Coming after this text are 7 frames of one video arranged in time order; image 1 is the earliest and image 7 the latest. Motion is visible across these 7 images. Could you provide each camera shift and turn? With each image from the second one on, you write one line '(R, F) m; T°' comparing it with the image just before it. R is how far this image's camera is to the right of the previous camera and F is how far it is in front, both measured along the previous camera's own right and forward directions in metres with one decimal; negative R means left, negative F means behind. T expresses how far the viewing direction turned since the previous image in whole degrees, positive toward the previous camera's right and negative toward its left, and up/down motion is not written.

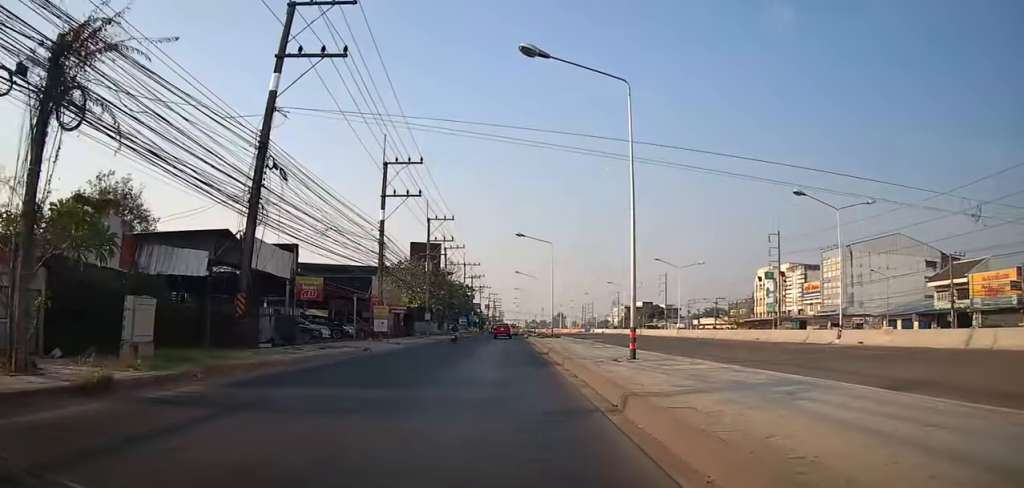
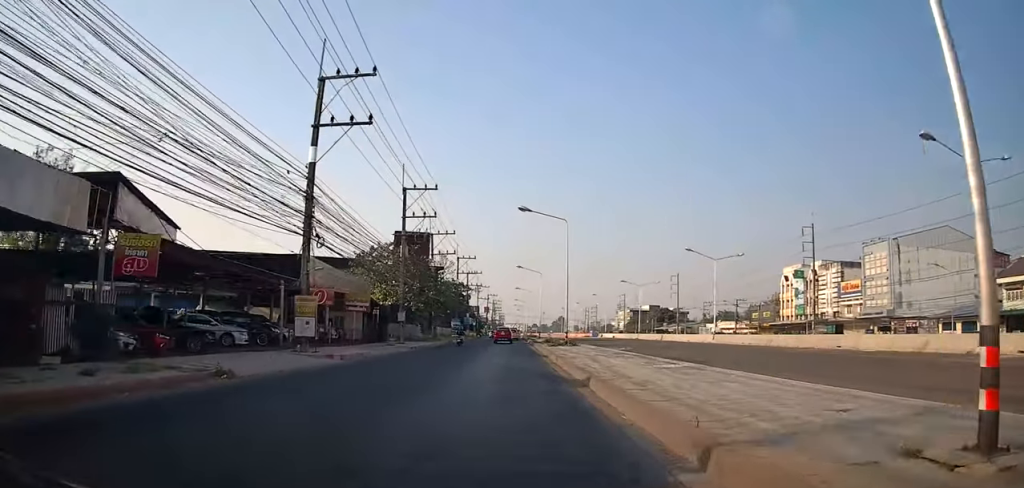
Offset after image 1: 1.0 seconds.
(0.0, +12.9) m; 0°
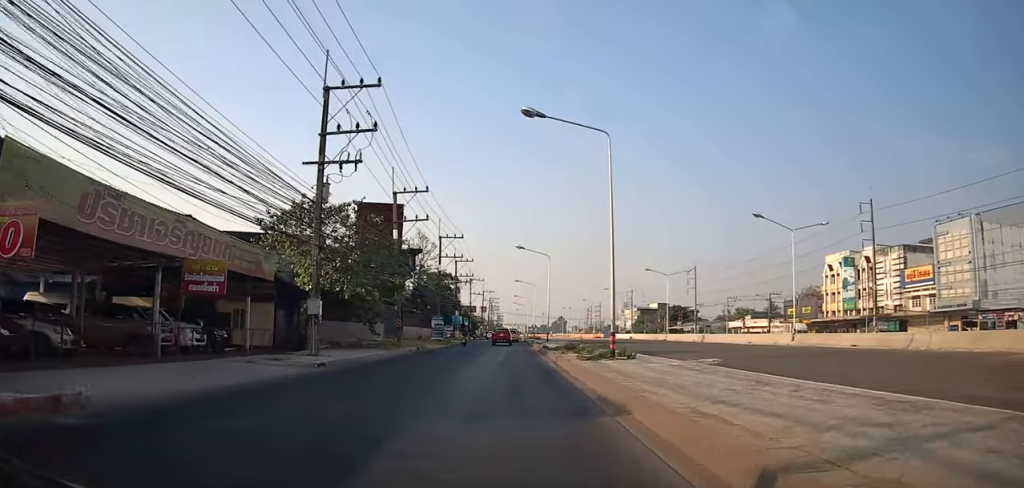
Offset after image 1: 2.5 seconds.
(+0.1, +17.9) m; +1°
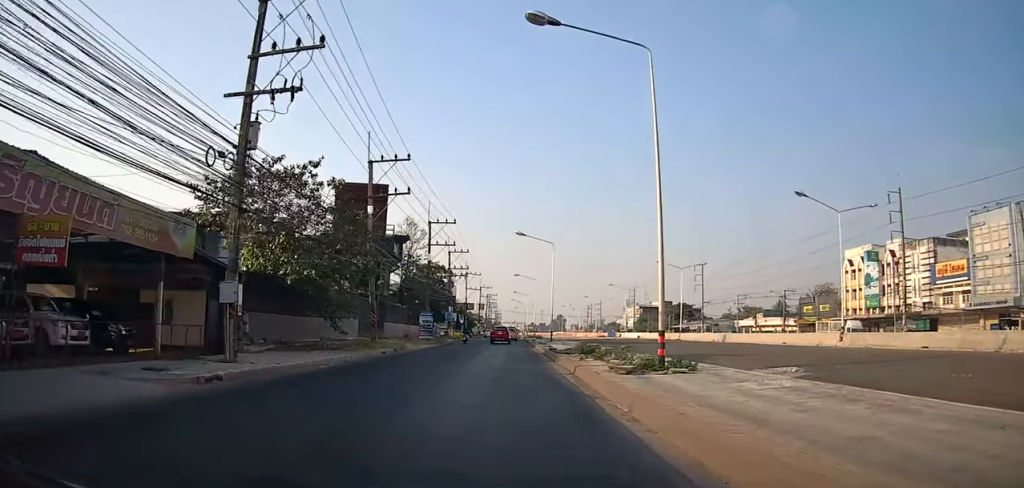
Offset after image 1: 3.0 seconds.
(0.0, +7.0) m; +2°
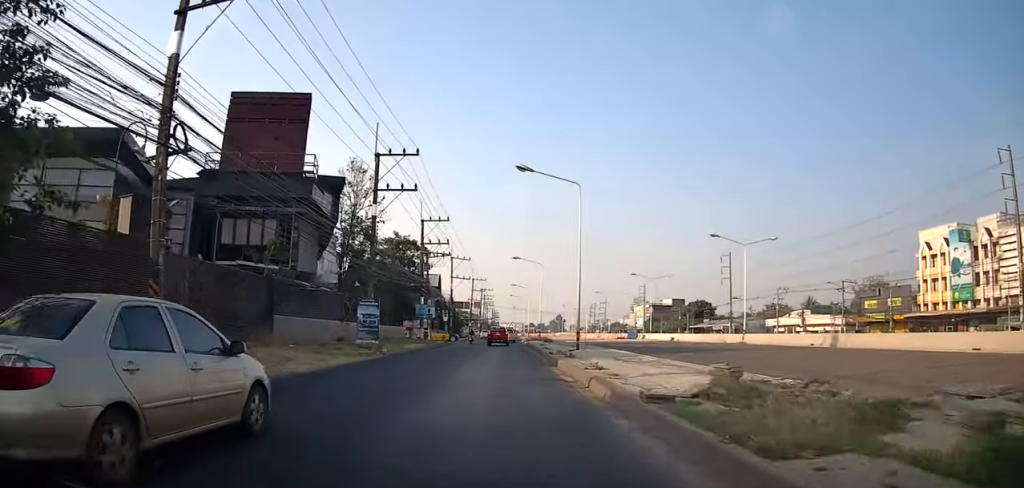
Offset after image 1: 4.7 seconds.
(+1.1, +20.7) m; +2°
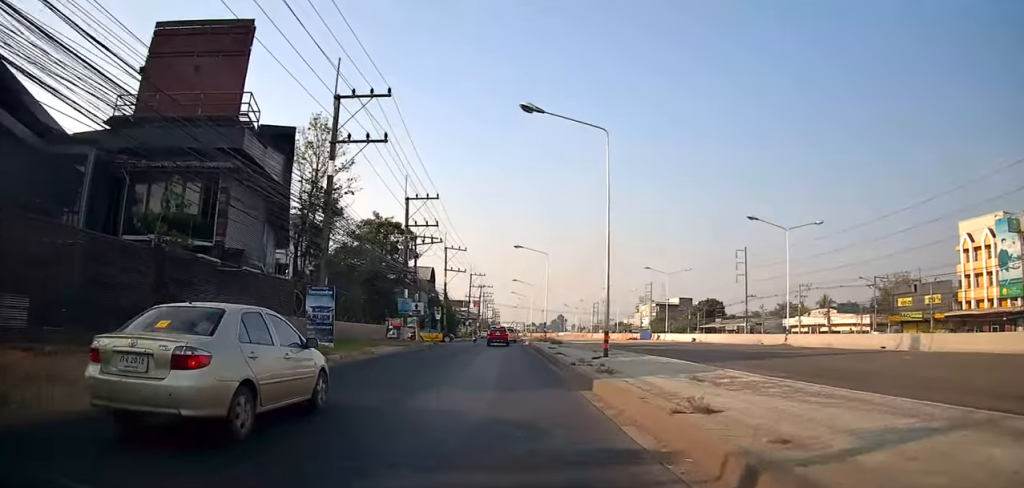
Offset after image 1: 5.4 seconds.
(-0.5, +8.2) m; -2°
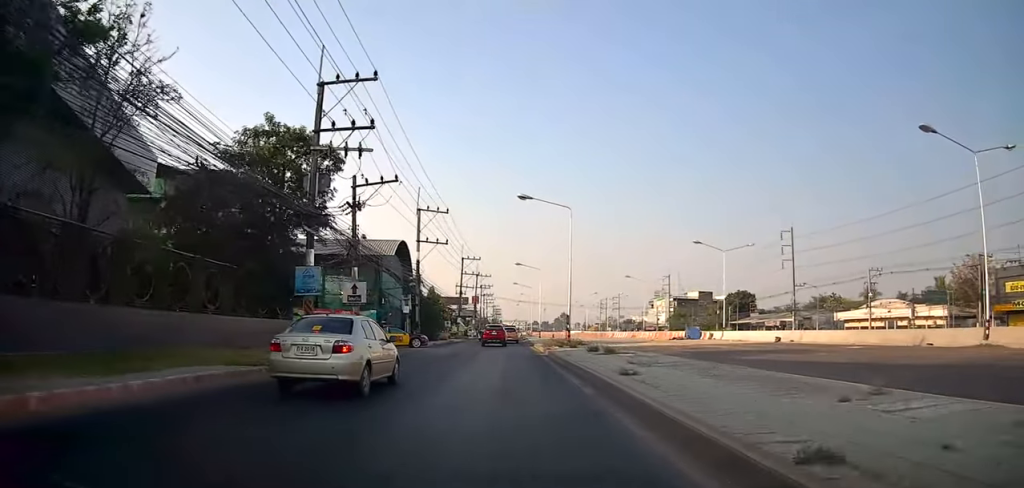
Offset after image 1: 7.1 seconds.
(-0.2, +20.4) m; 0°
